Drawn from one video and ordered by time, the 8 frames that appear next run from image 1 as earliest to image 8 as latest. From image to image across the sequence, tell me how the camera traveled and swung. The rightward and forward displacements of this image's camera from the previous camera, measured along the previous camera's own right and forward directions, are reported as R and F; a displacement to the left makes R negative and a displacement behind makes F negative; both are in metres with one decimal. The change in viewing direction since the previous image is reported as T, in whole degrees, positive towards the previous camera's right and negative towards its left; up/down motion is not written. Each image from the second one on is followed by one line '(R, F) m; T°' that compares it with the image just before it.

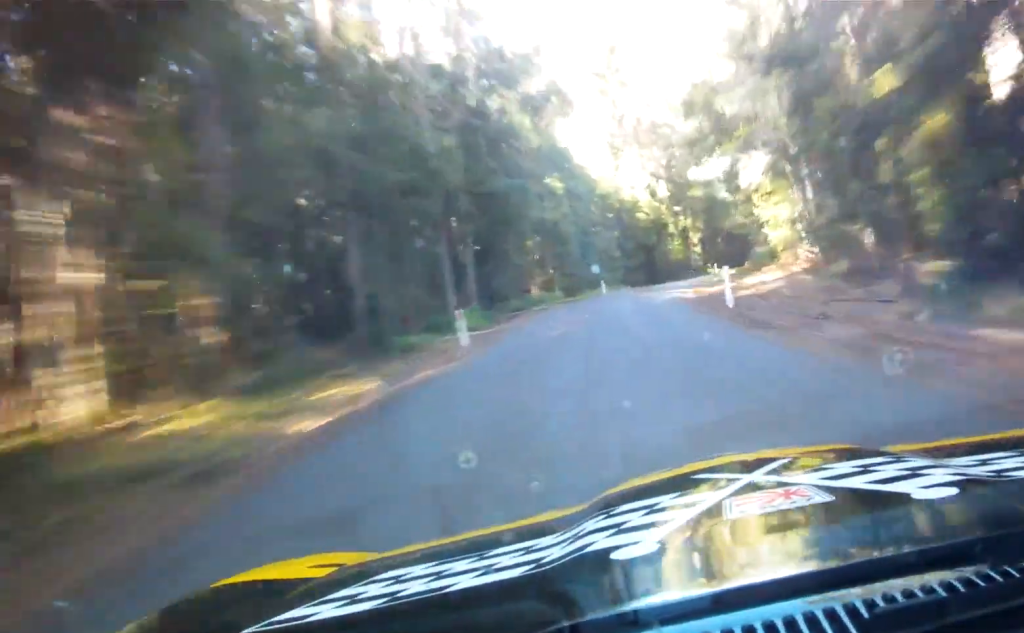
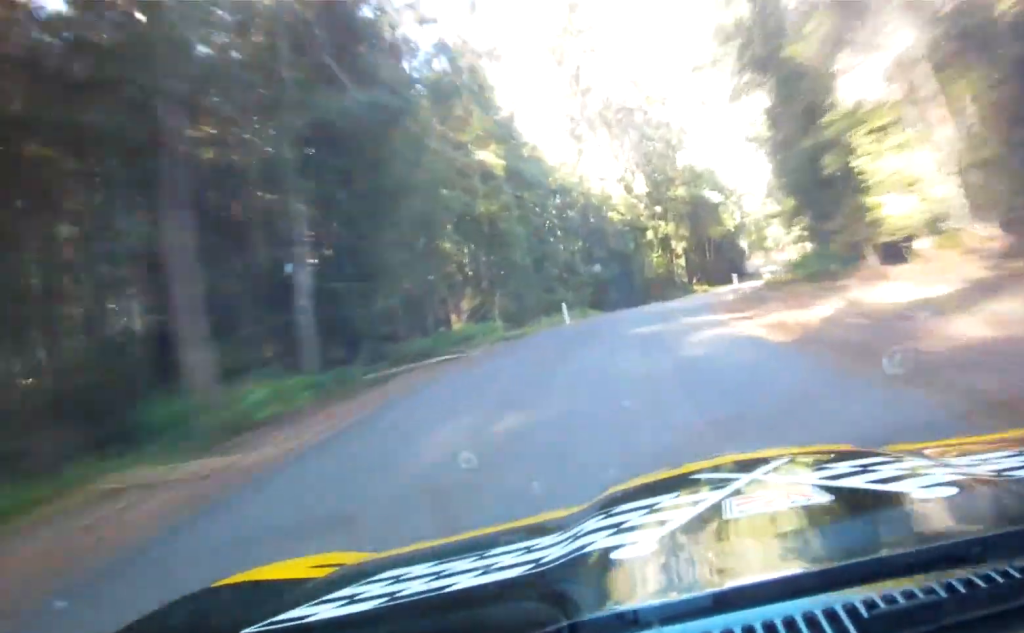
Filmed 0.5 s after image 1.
(-0.1, +18.3) m; +6°
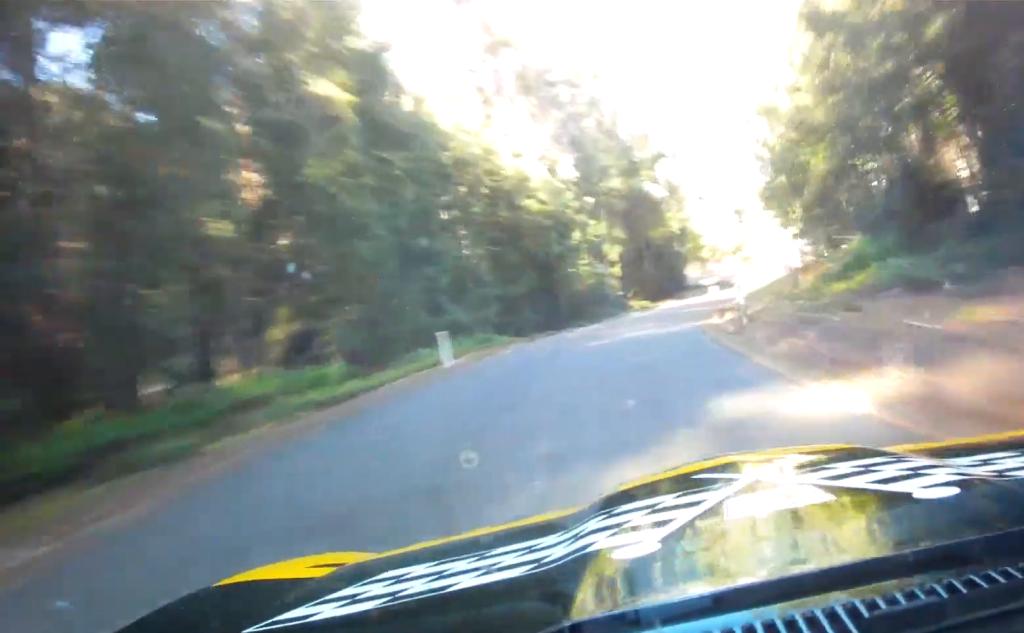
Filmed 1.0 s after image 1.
(+0.6, +15.6) m; +5°
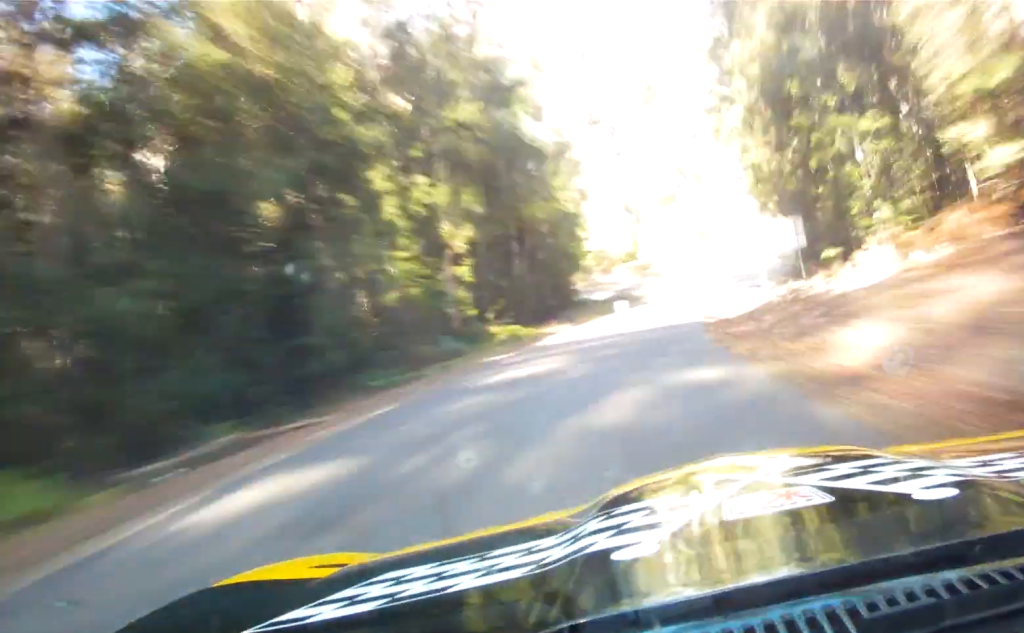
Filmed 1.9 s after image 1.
(+3.7, +26.2) m; +8°
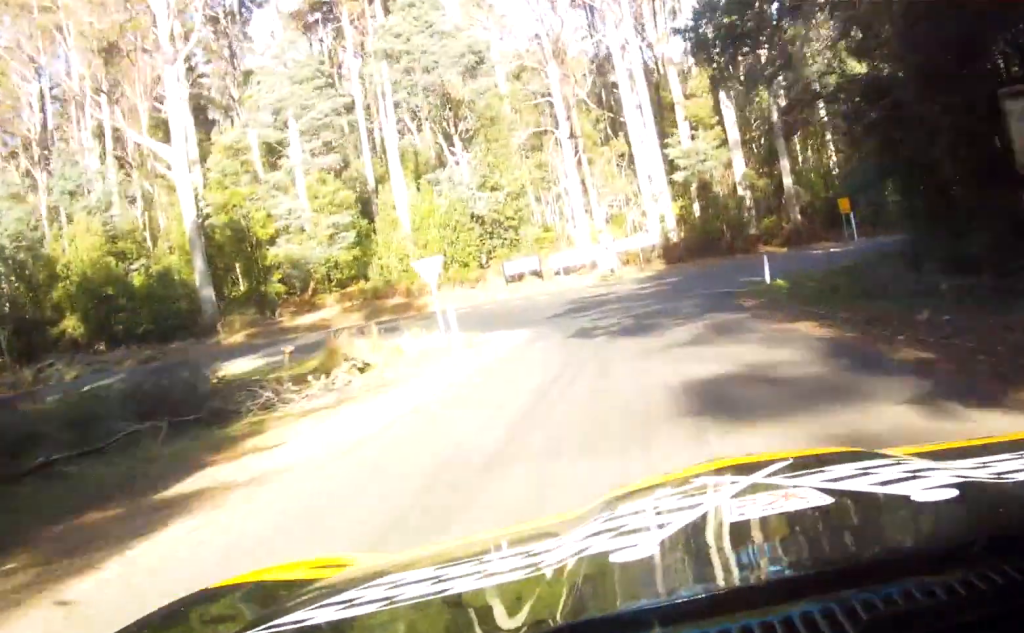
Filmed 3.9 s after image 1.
(+0.4, +48.5) m; 0°
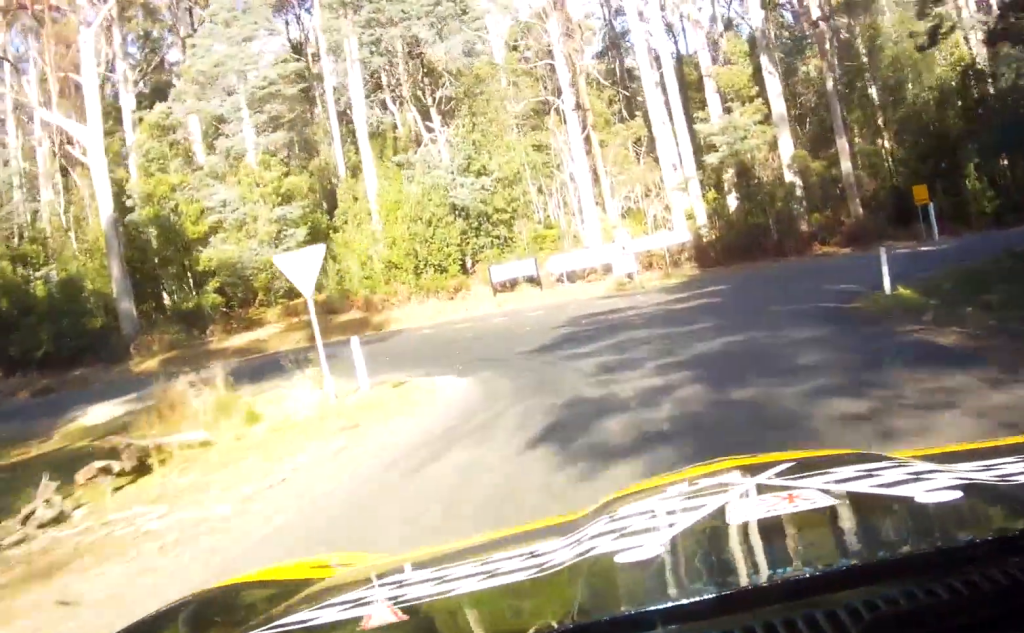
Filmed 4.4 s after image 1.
(0.0, +10.8) m; -2°
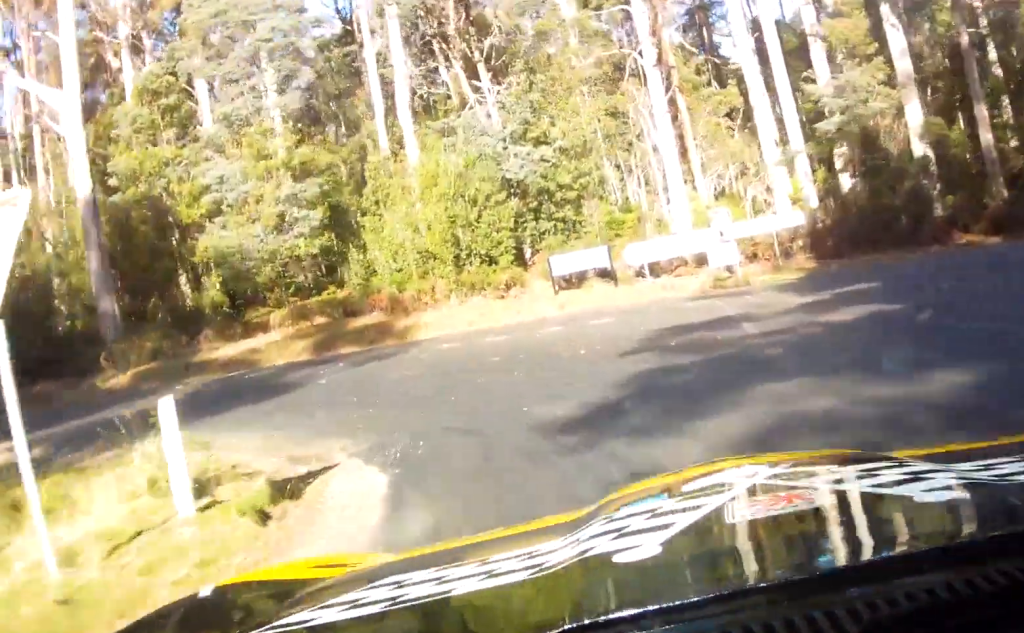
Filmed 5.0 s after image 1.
(-0.1, +9.9) m; -10°
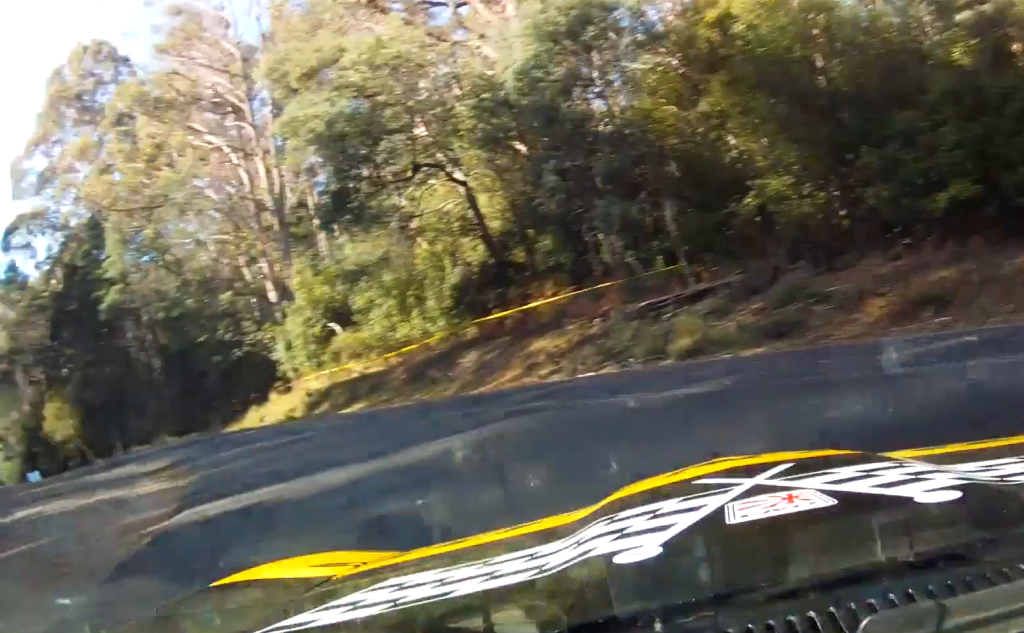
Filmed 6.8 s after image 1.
(-12.9, +16.7) m; -70°
